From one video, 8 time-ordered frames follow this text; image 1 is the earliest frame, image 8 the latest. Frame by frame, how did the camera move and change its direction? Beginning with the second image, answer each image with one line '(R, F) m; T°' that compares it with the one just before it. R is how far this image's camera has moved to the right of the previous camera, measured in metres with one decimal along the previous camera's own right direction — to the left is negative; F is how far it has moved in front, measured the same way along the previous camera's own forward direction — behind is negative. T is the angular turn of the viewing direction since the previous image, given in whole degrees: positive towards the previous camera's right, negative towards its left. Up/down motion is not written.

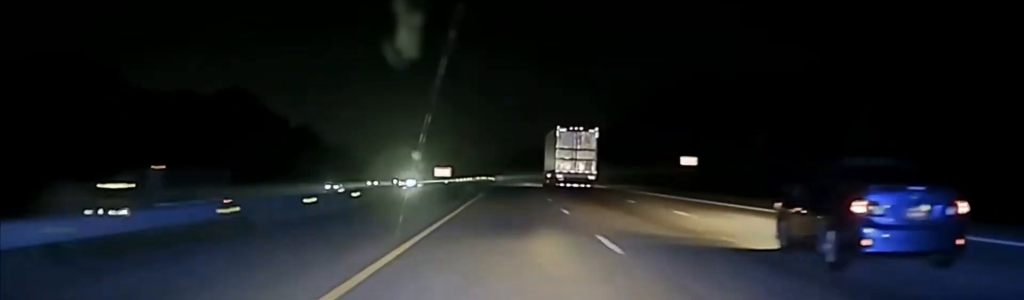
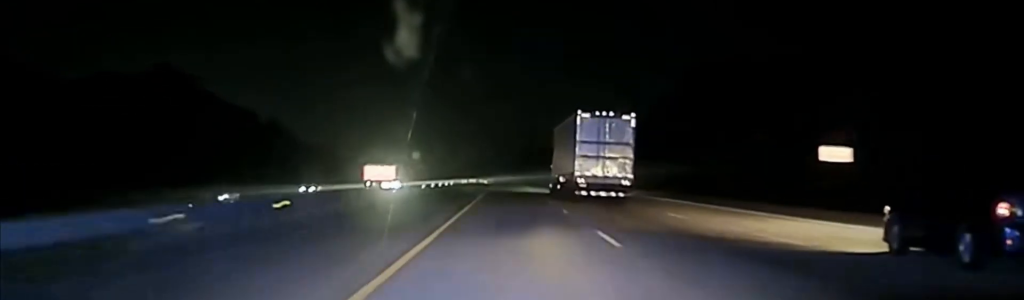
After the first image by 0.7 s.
(+0.3, +31.7) m; +1°
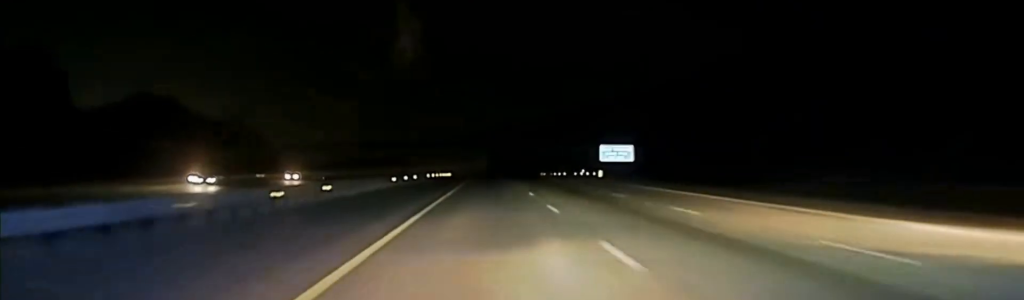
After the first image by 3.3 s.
(-0.3, +128.5) m; 0°
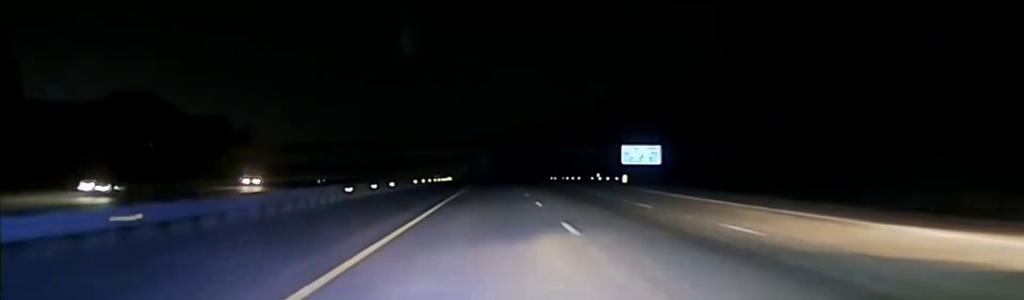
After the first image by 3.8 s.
(+0.2, +21.0) m; 0°
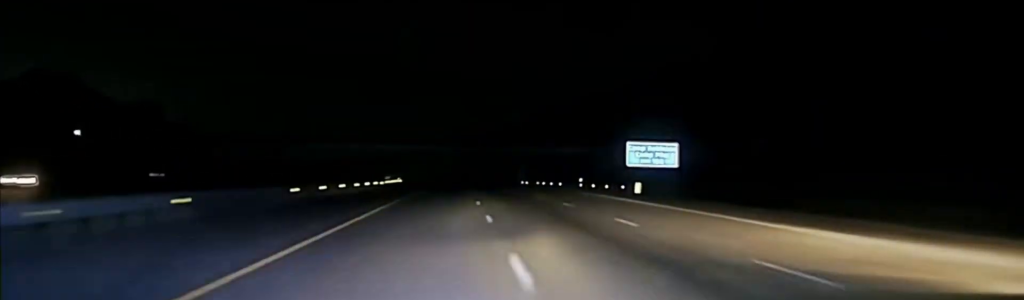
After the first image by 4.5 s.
(+0.2, +37.1) m; +1°
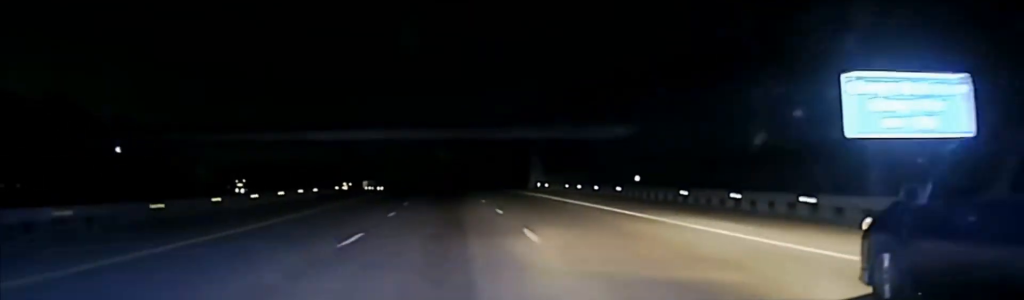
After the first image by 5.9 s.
(+0.9, +57.1) m; +2°
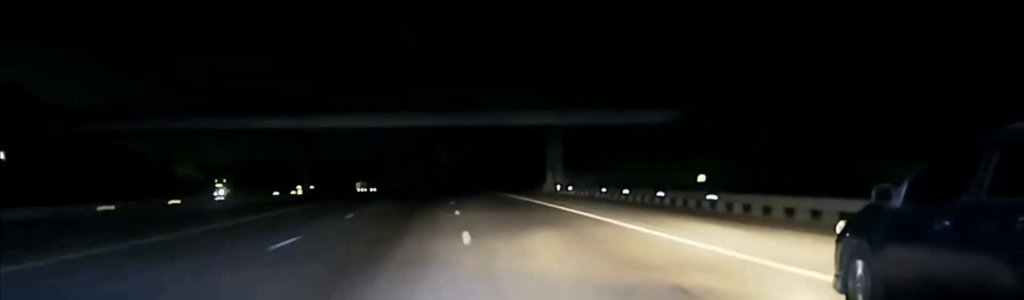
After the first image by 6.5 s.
(+0.2, +23.9) m; 0°
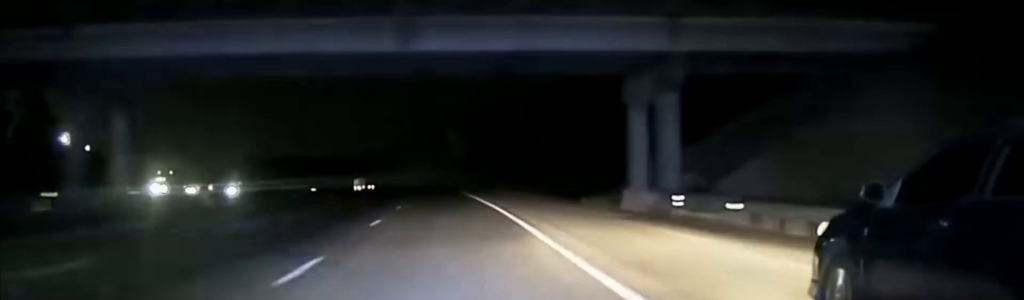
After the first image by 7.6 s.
(-0.3, +40.4) m; -2°
